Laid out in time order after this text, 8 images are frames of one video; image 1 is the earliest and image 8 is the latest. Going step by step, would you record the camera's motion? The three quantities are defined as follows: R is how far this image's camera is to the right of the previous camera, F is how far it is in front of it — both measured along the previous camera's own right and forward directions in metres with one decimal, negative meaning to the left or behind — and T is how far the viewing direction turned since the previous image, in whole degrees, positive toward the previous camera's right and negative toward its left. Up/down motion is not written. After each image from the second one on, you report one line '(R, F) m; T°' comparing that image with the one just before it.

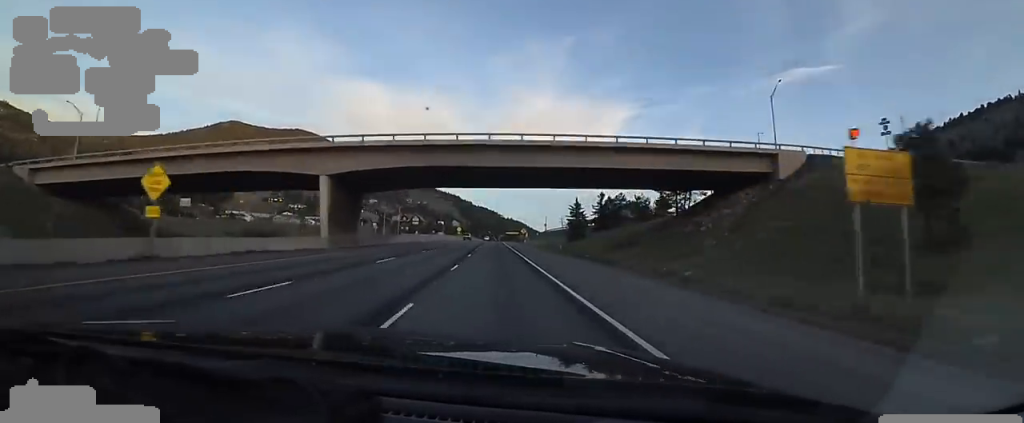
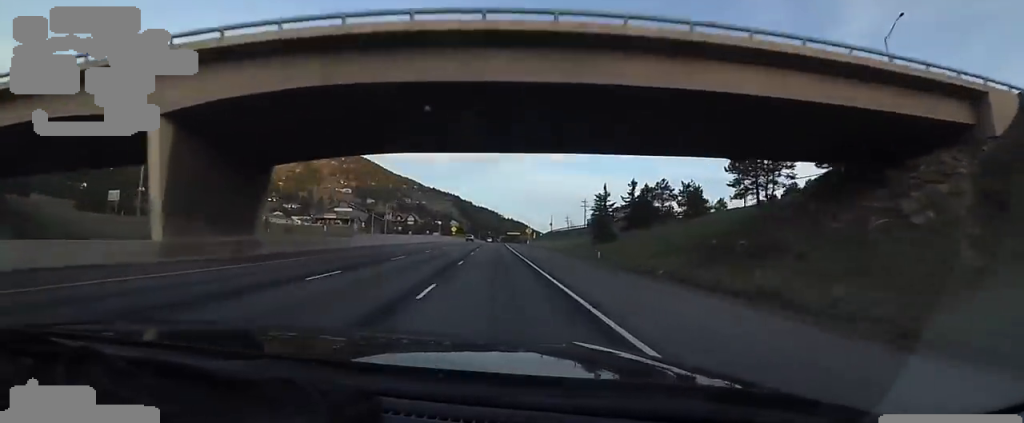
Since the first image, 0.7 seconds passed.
(-0.5, +20.5) m; -1°
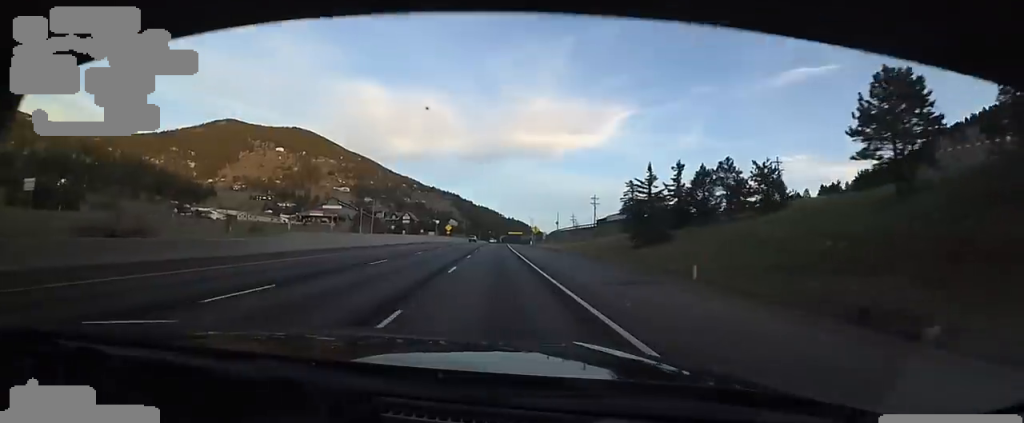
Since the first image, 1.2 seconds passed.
(-0.1, +17.0) m; 0°
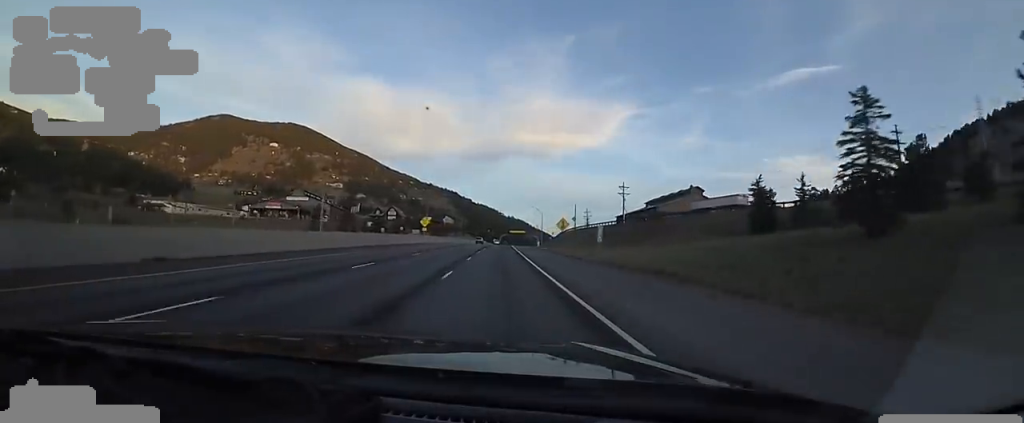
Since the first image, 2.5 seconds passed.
(+1.0, +37.8) m; +3°
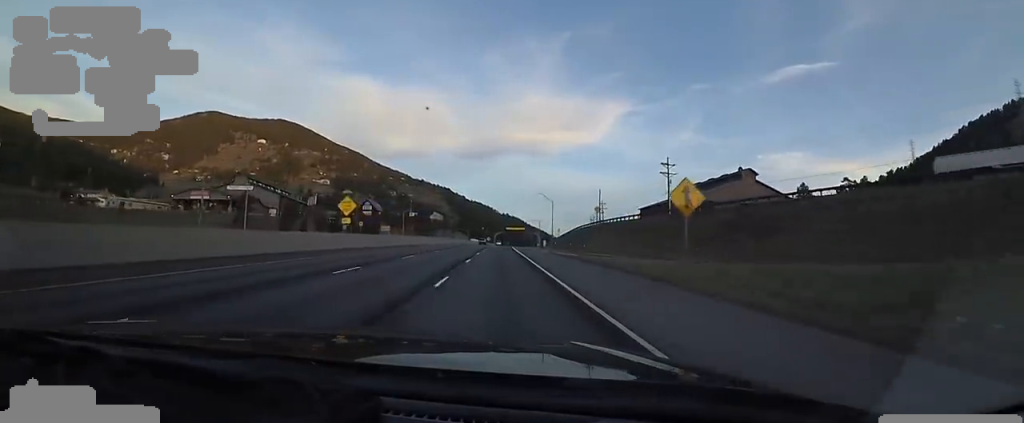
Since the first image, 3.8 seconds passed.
(+0.3, +38.0) m; 0°
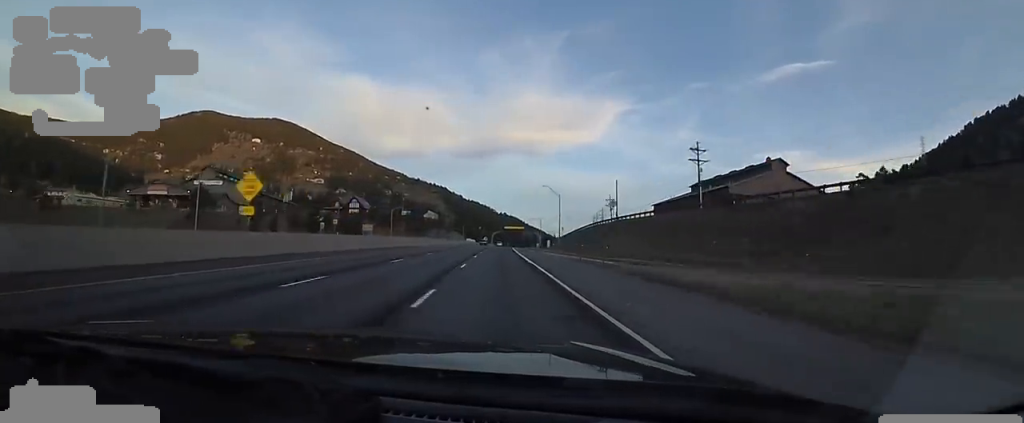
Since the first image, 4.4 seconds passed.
(0.0, +15.9) m; 0°
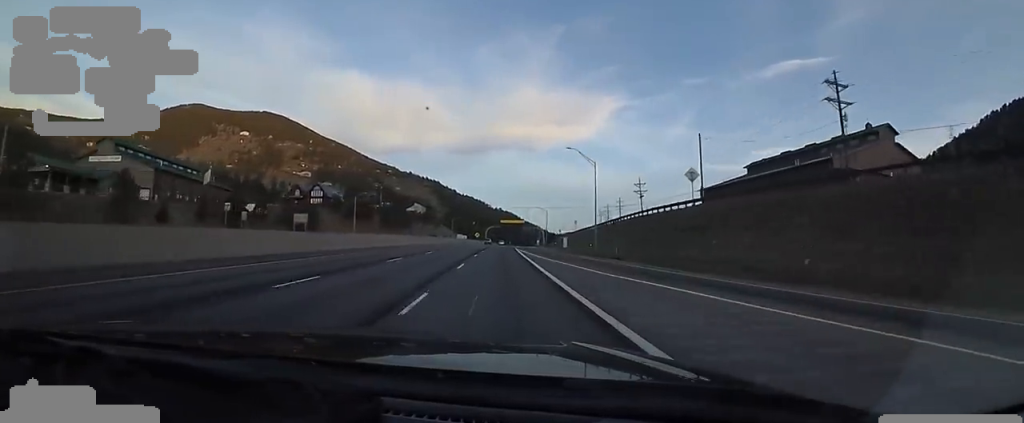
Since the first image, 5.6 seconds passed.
(+0.5, +36.9) m; 0°
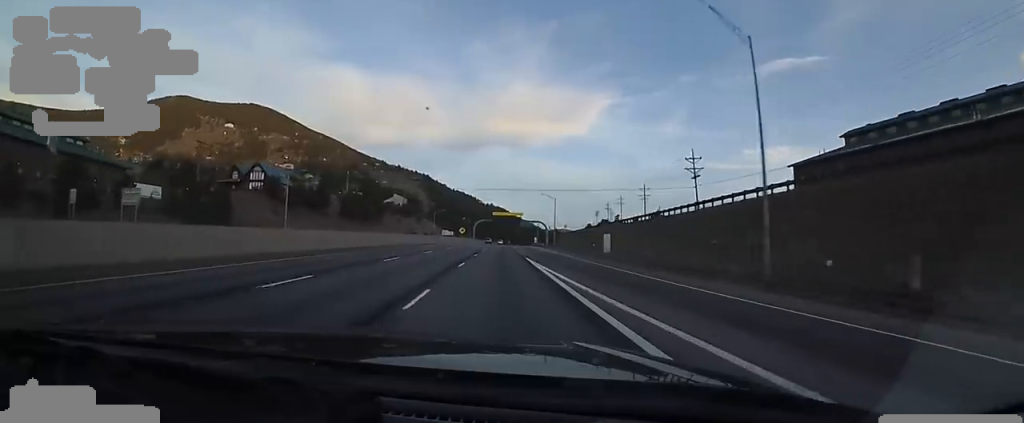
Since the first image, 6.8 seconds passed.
(-0.5, +36.1) m; +1°
